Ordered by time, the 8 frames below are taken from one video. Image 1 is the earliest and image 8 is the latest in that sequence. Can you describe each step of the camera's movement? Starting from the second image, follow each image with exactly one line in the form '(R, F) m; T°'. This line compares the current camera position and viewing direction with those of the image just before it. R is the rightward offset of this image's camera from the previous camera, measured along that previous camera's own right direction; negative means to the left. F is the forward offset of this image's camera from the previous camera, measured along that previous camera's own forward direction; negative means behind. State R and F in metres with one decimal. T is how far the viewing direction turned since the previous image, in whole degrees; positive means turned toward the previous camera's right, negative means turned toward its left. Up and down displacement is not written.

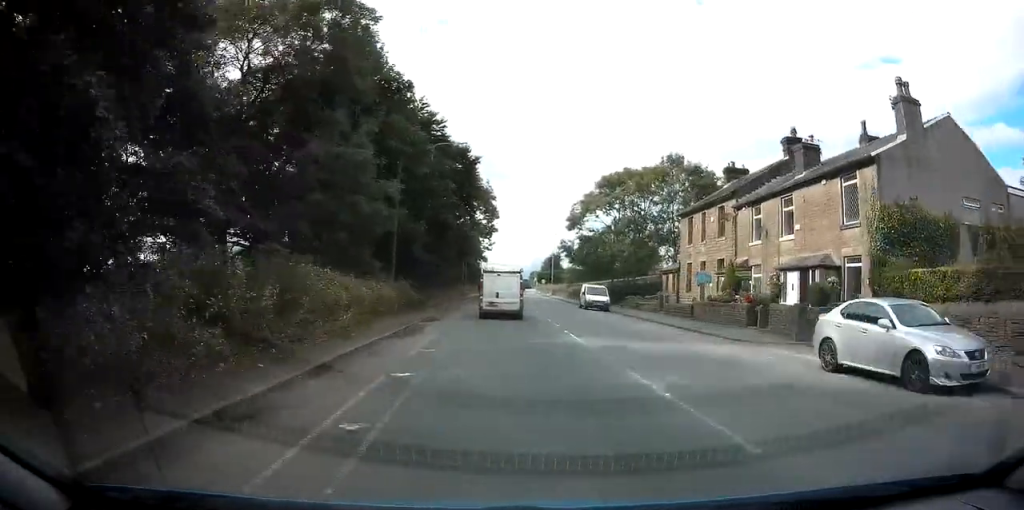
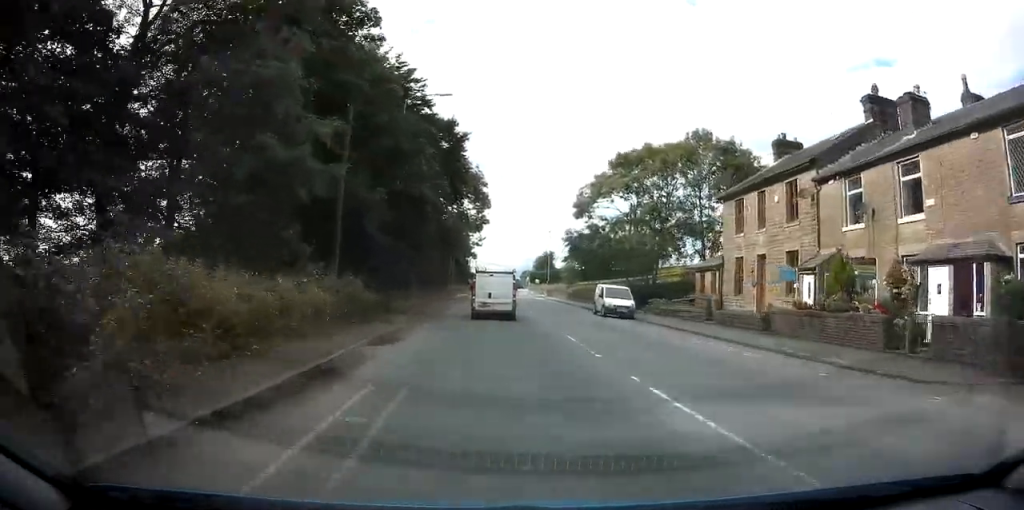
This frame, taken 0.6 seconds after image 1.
(+0.1, +9.4) m; +1°
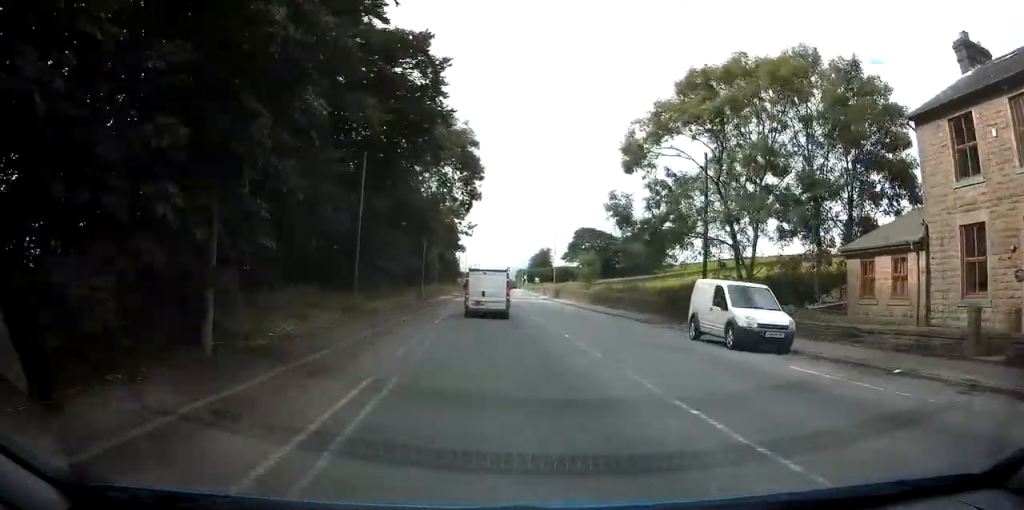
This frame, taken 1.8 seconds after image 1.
(+0.2, +16.6) m; 0°
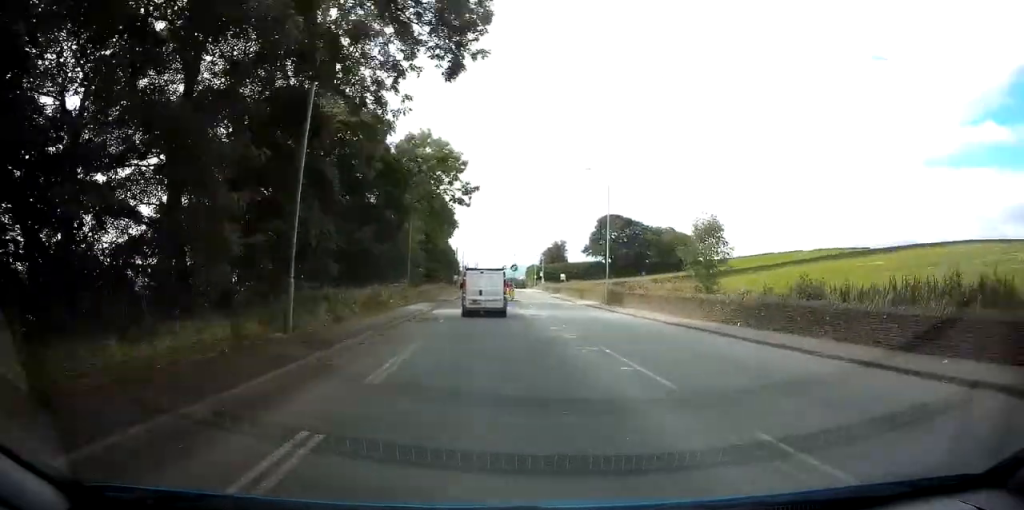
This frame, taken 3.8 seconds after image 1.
(+0.3, +28.6) m; +2°
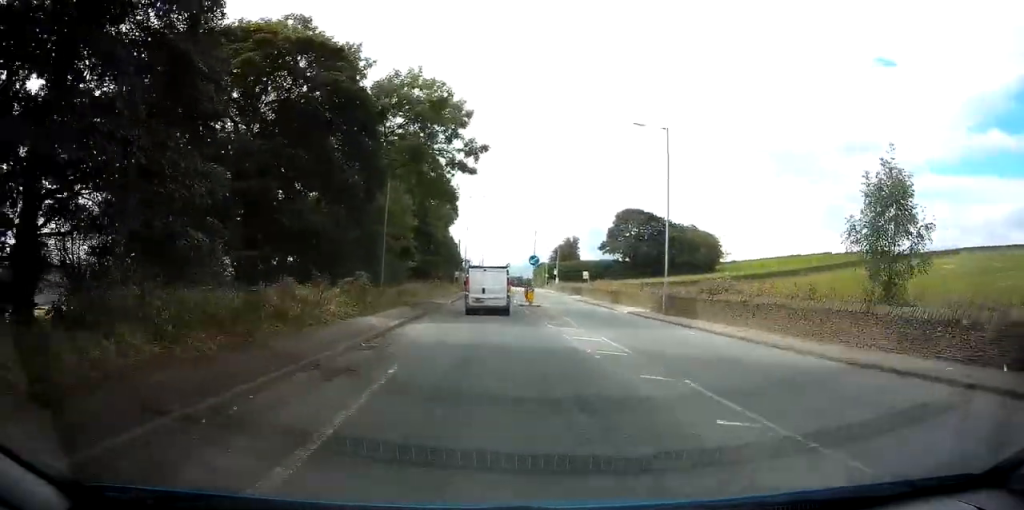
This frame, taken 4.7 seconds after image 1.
(+0.1, +13.0) m; 0°
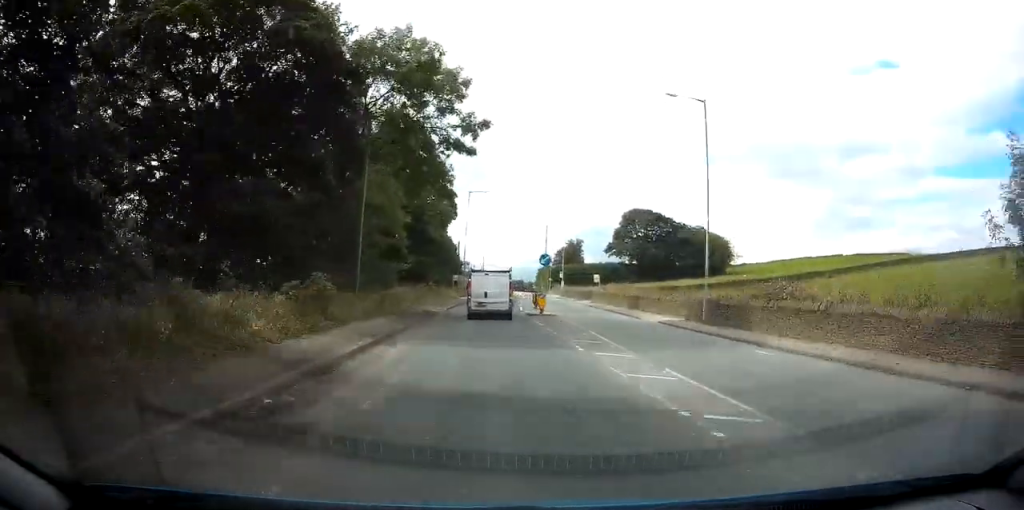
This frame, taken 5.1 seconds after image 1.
(0.0, +5.6) m; 0°
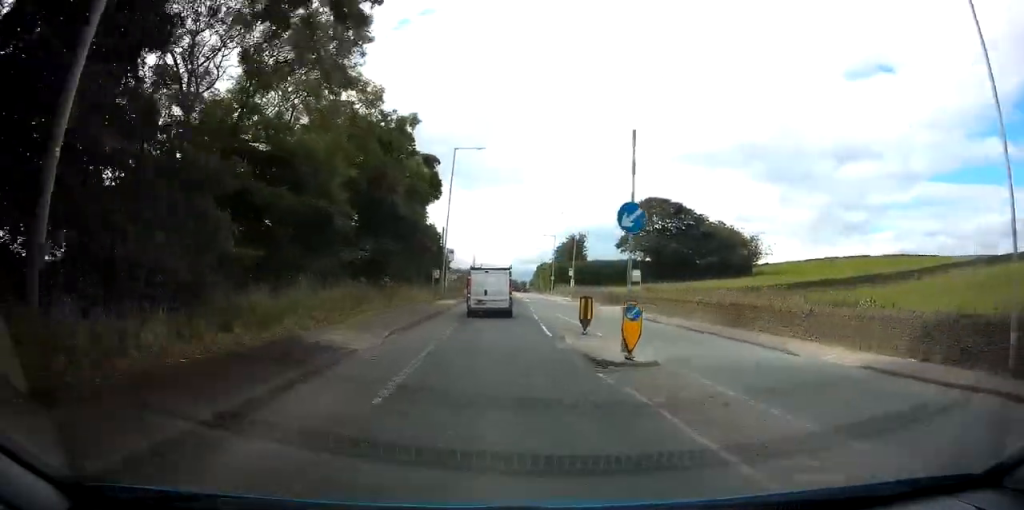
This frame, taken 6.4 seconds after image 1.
(0.0, +17.5) m; 0°
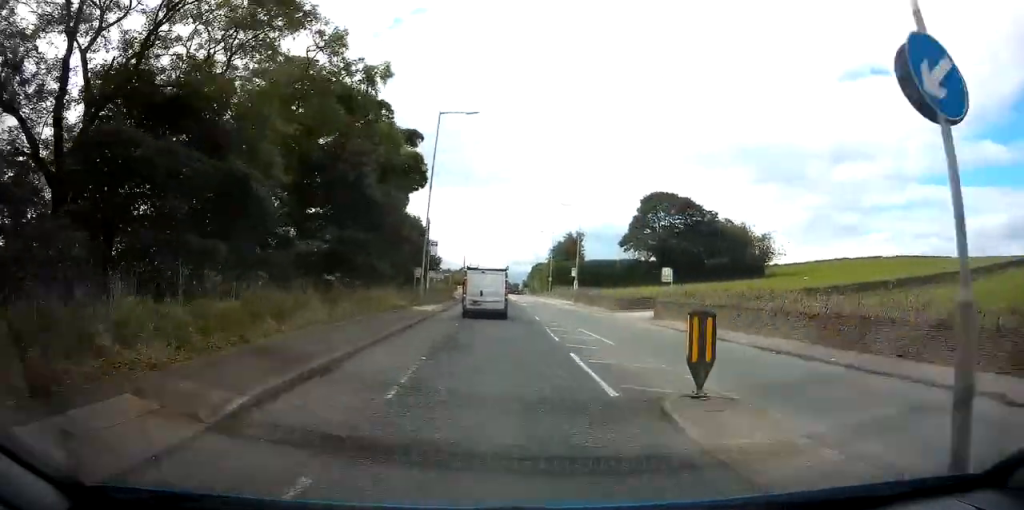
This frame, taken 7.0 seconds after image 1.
(0.0, +8.4) m; -1°
